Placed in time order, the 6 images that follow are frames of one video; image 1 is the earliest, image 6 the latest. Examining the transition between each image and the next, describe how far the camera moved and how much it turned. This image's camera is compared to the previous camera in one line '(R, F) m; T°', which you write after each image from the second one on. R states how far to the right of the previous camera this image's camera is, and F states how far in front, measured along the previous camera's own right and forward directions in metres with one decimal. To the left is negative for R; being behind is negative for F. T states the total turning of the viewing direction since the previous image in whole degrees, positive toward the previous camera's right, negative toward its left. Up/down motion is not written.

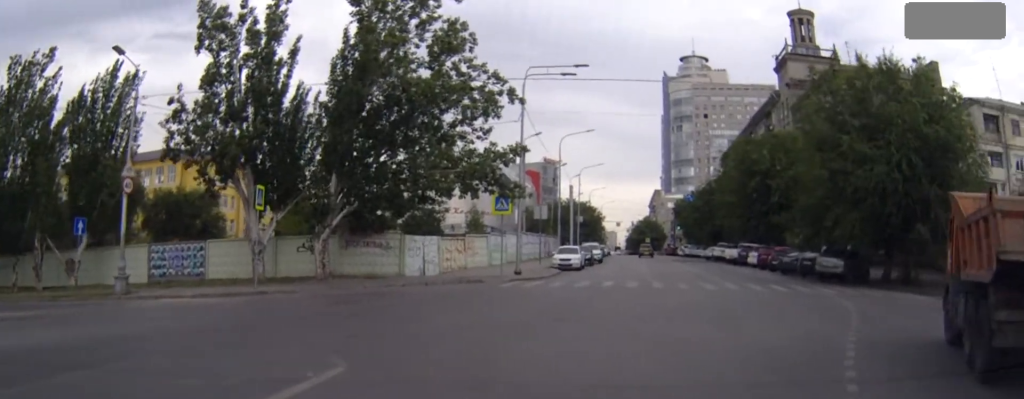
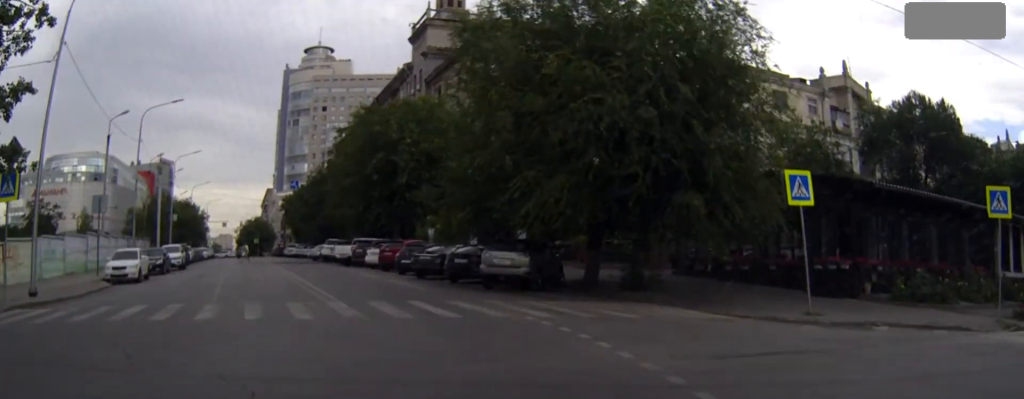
(+4.1, +13.2) m; +25°
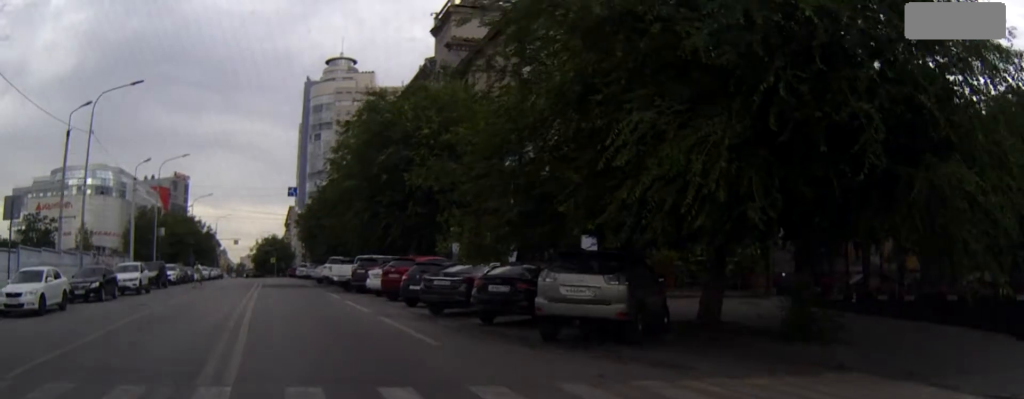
(-0.3, +10.7) m; -6°
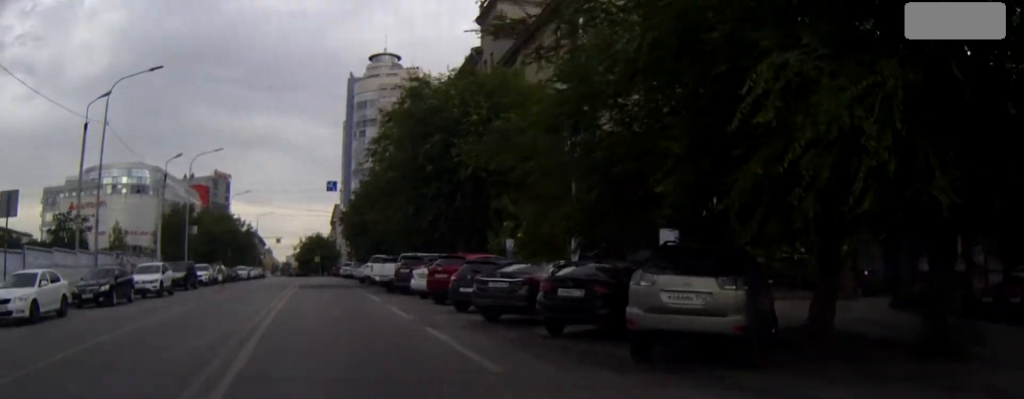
(0.0, +3.2) m; -2°
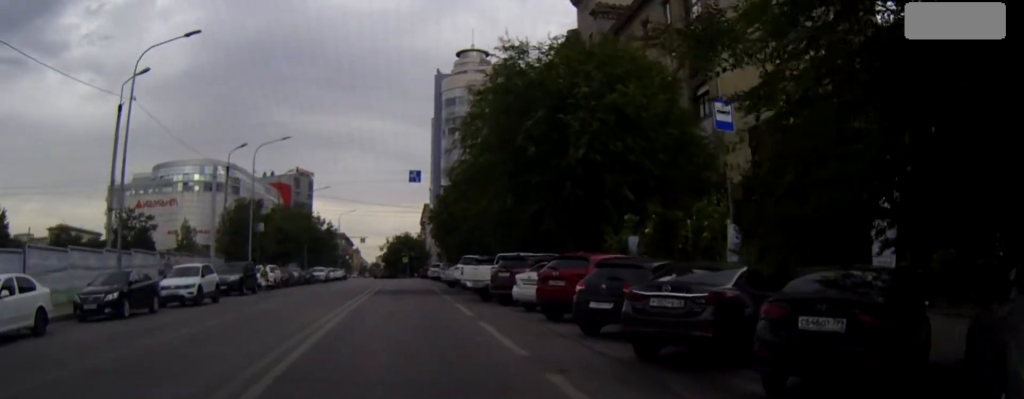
(-0.3, +6.2) m; -3°
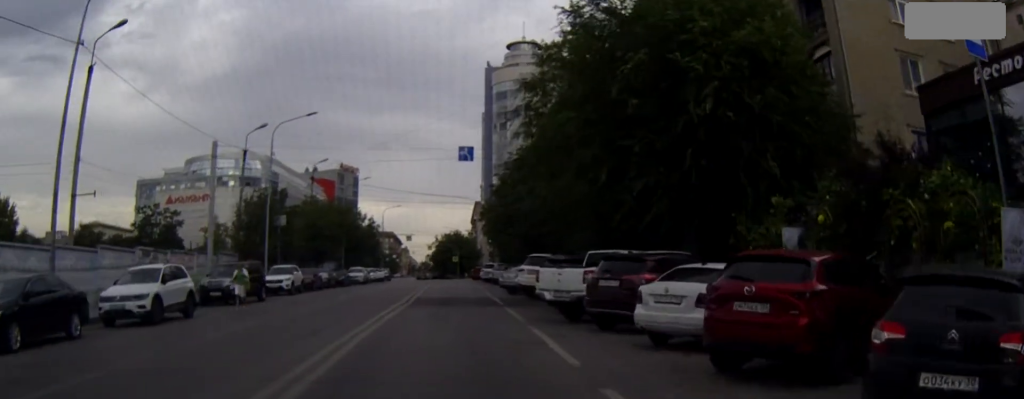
(-0.2, +8.9) m; -3°
